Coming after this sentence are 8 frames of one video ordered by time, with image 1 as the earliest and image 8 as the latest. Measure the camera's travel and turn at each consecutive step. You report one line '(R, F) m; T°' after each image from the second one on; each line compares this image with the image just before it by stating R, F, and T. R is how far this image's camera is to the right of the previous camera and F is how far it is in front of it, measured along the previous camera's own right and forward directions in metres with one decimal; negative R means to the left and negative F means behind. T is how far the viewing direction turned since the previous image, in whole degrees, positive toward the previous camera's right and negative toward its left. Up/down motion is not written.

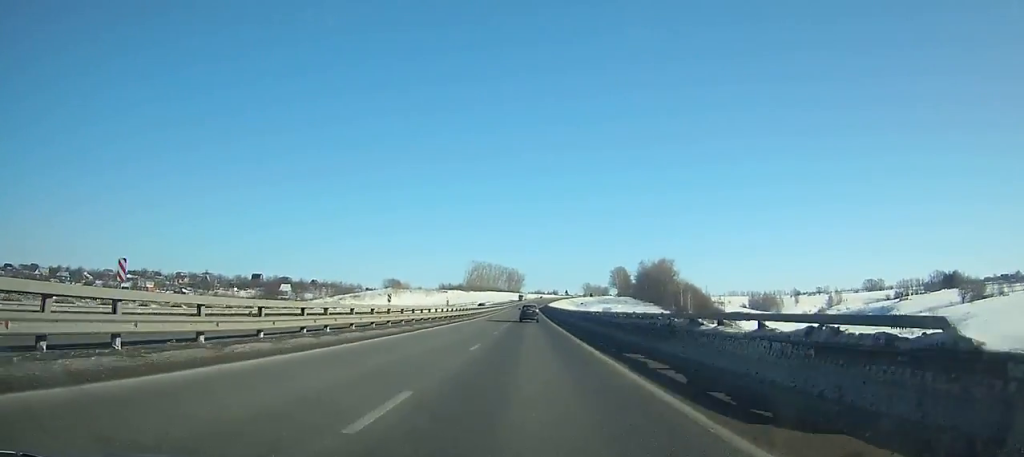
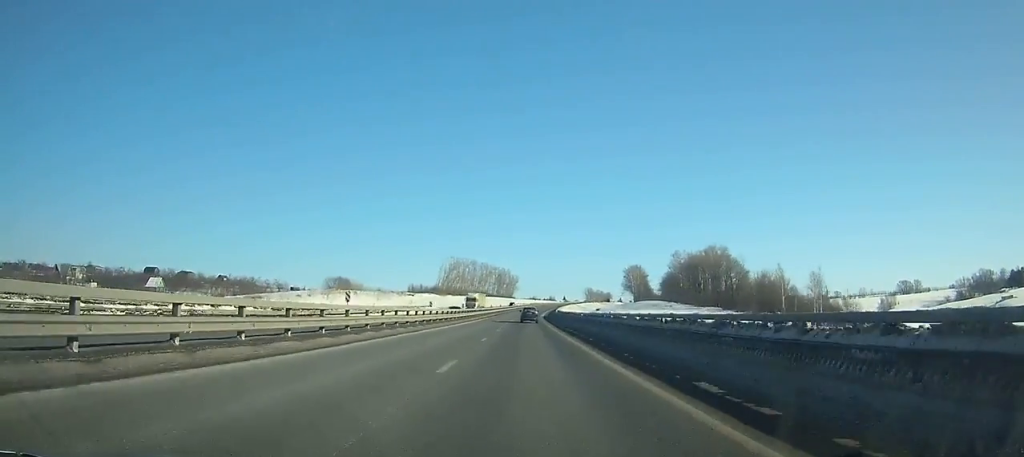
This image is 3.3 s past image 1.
(+0.9, +91.0) m; +1°
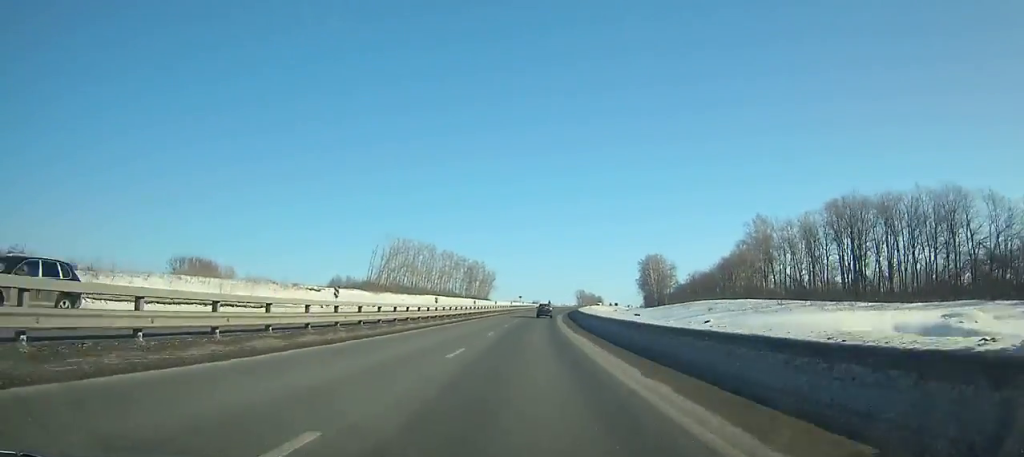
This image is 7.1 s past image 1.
(+1.6, +106.2) m; +3°
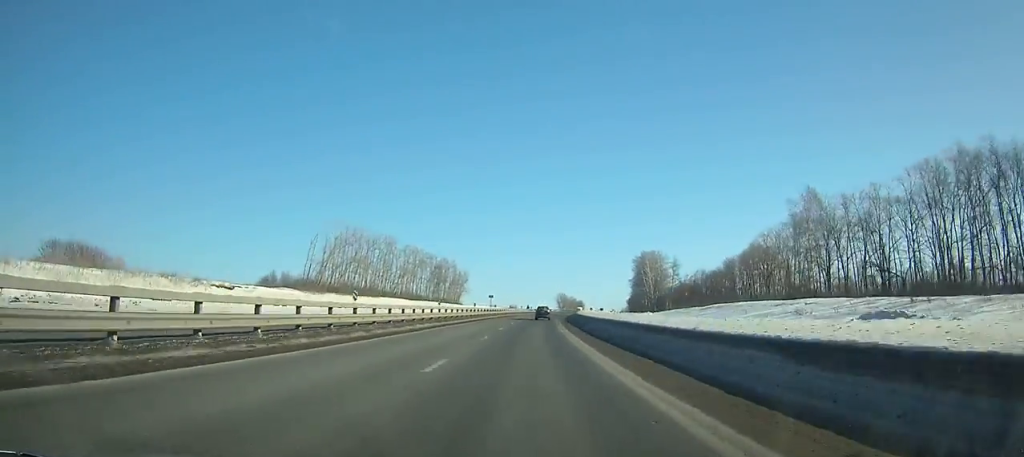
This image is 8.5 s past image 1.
(-0.4, +39.3) m; +1°
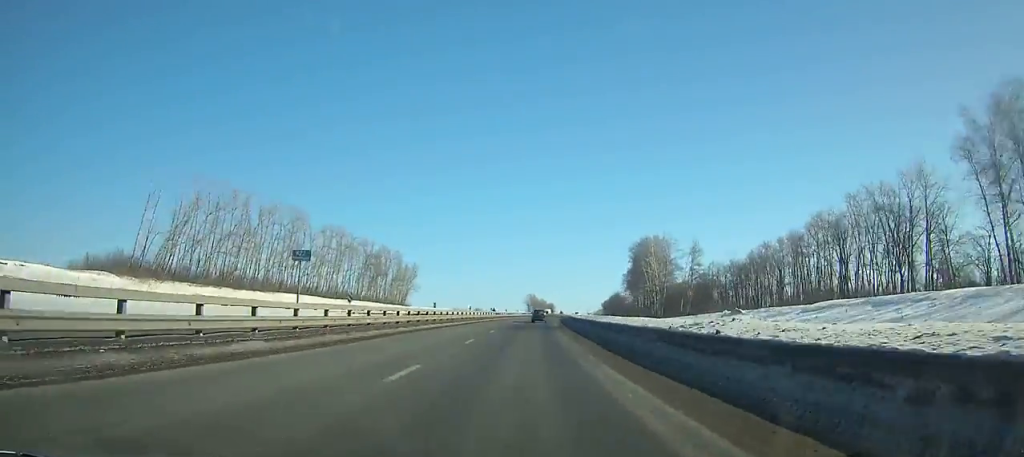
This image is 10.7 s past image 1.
(+2.1, +61.5) m; +3°
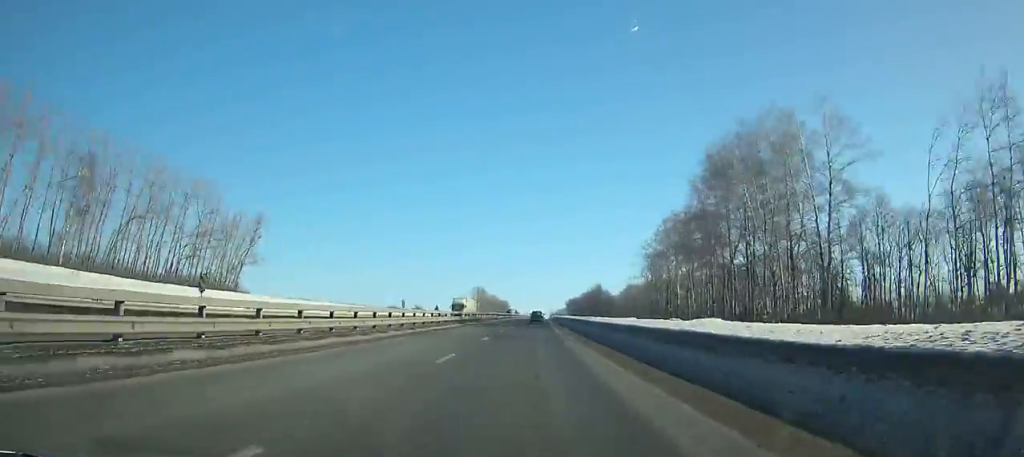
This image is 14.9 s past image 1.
(+5.2, +116.6) m; +5°
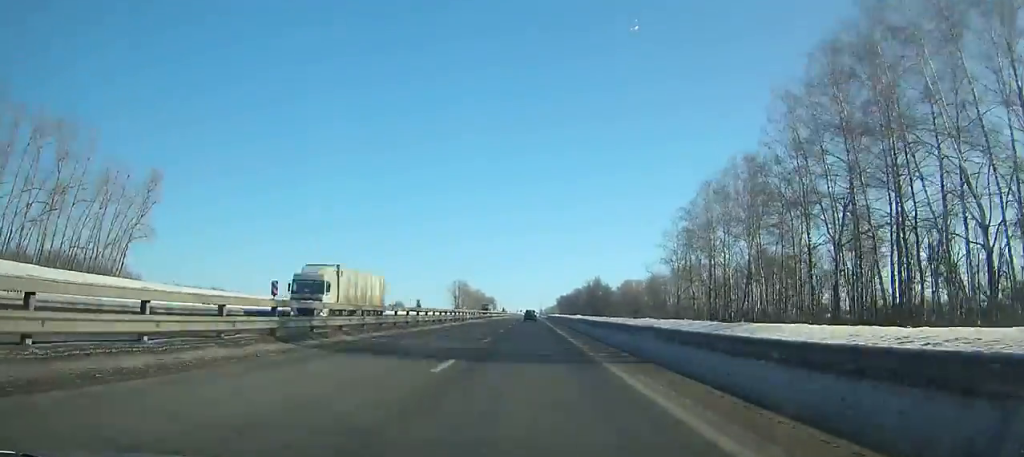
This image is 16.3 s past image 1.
(+0.8, +38.5) m; +1°
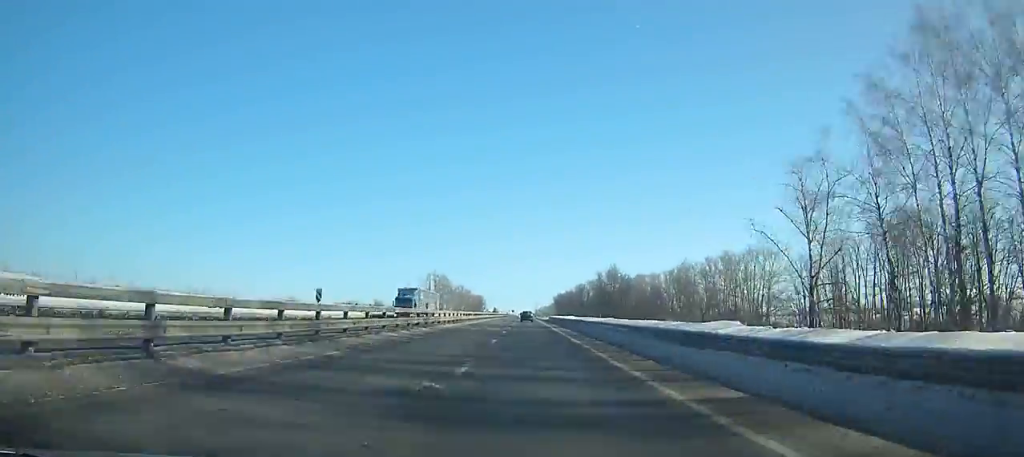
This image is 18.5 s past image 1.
(+0.7, +60.2) m; +1°
